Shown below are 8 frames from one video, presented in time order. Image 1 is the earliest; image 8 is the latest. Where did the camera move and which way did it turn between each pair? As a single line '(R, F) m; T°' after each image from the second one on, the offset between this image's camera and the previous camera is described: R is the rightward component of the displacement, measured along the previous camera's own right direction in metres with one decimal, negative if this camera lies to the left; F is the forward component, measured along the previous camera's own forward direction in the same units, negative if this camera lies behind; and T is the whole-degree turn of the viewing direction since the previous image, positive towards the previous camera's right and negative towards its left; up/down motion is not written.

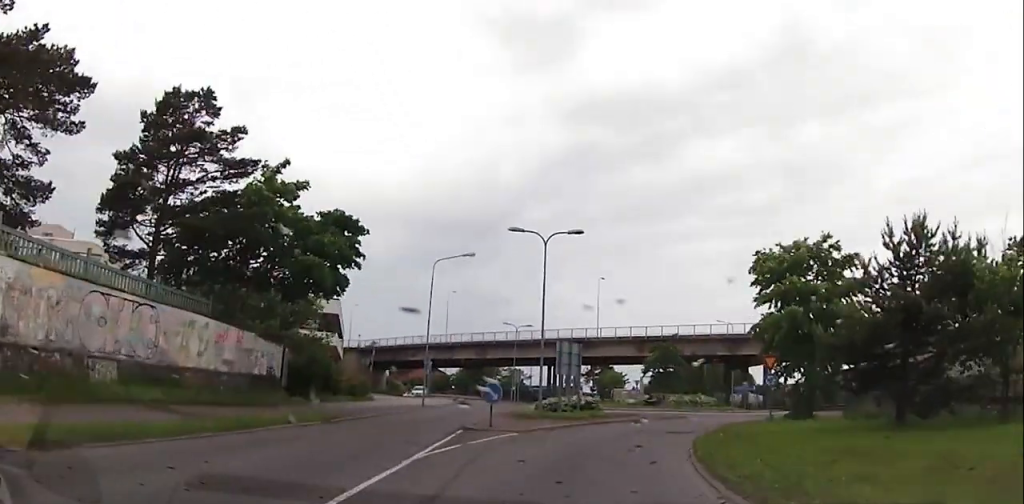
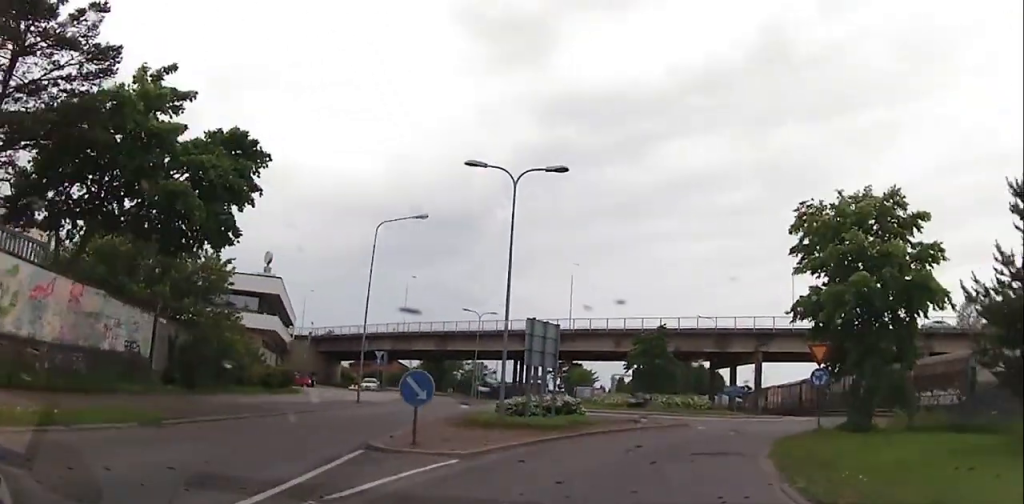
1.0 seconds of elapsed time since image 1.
(+0.3, +8.5) m; +3°
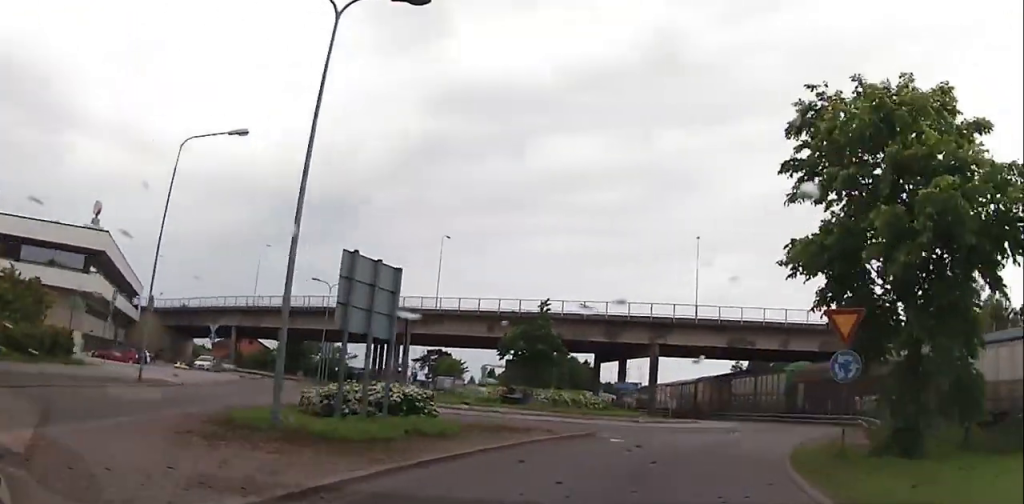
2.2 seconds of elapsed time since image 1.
(+0.3, +10.0) m; +6°
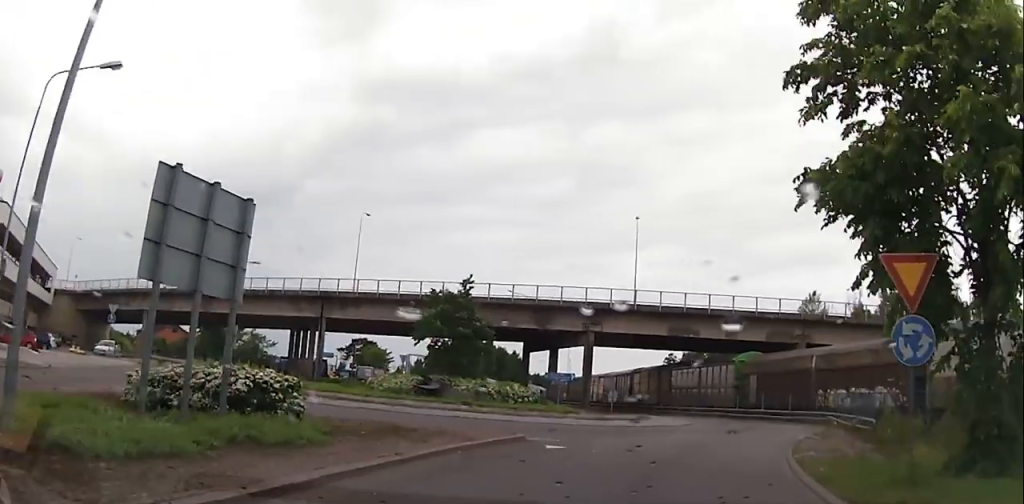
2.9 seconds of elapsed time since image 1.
(+0.1, +5.1) m; +5°
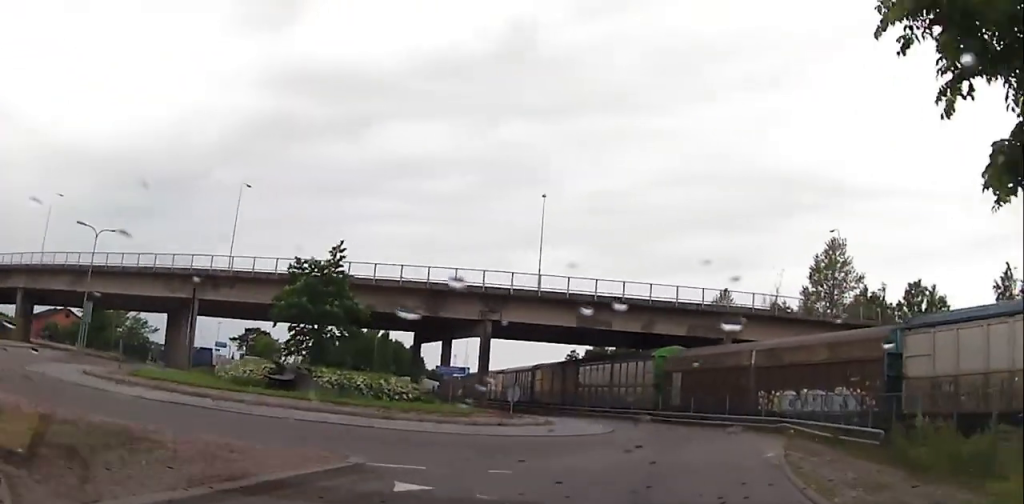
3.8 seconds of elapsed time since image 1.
(+0.5, +6.6) m; +9°
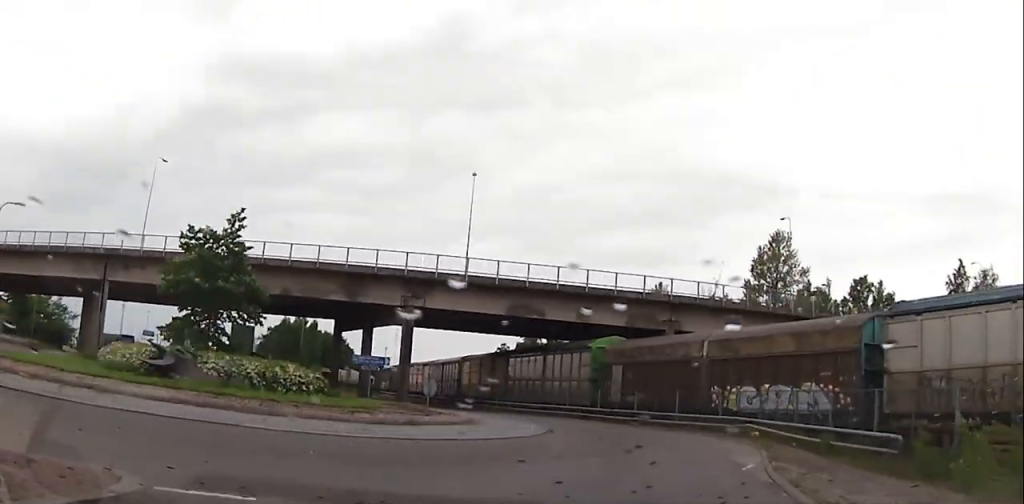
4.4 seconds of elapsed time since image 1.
(+0.3, +3.8) m; +8°
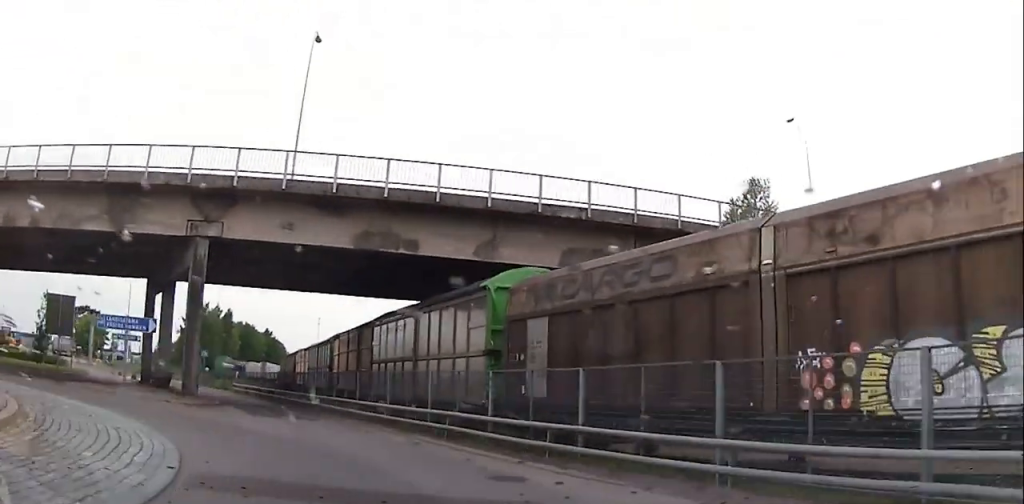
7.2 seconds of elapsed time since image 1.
(+2.7, +18.8) m; +5°
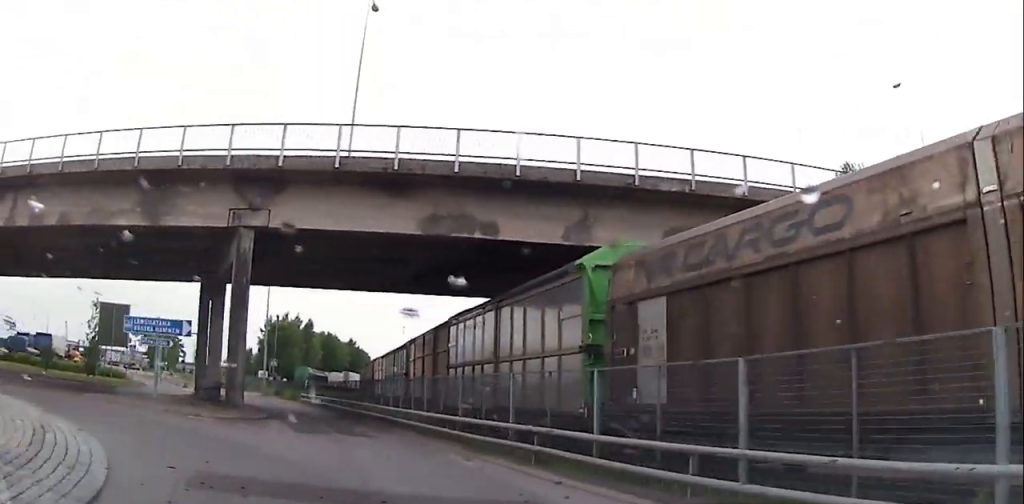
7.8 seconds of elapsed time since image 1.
(+0.1, +4.0) m; -4°
